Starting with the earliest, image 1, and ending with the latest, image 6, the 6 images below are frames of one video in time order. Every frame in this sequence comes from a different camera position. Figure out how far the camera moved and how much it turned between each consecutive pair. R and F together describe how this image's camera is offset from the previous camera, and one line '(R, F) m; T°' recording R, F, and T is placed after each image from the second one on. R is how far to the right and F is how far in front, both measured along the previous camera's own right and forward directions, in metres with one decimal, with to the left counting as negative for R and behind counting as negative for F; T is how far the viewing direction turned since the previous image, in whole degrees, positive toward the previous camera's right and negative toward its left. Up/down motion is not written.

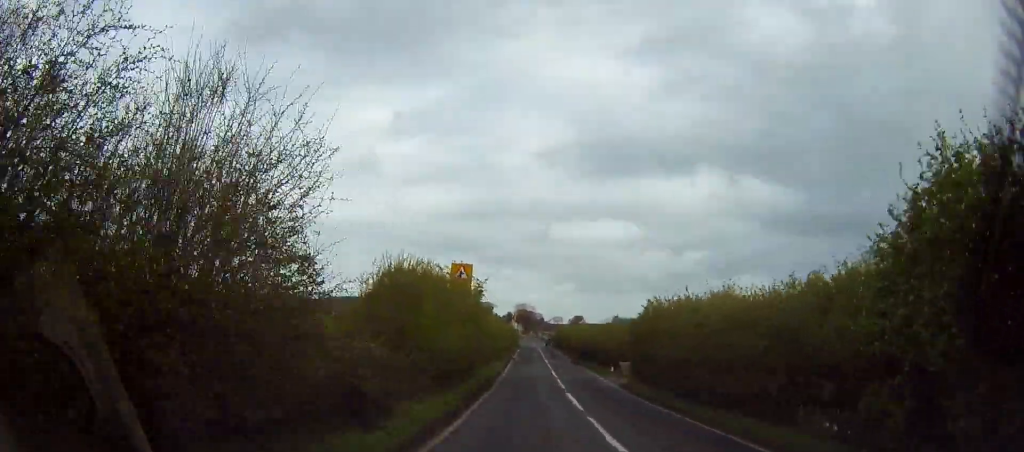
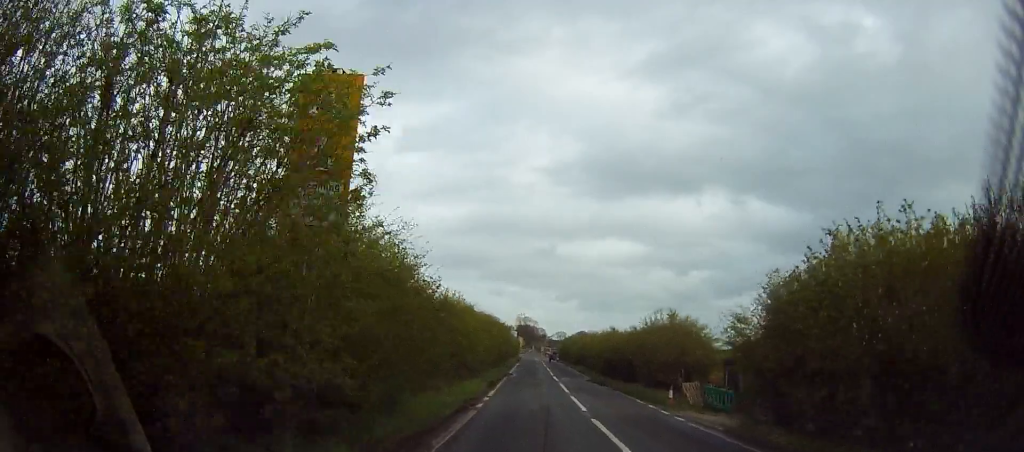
(0.0, +17.6) m; 0°
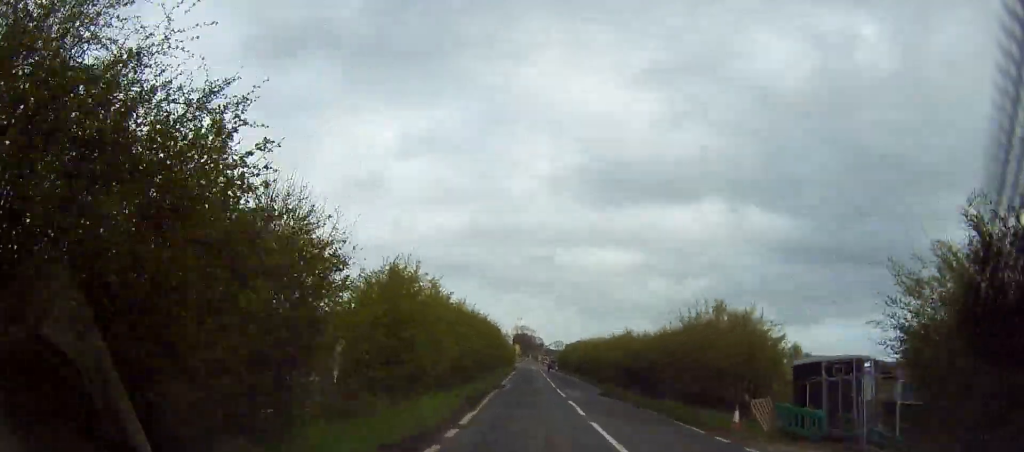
(0.0, +8.7) m; 0°
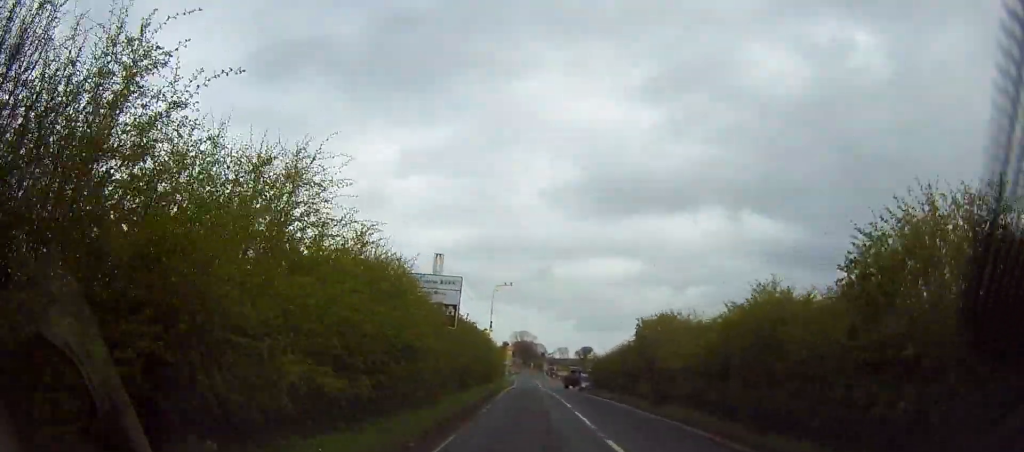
(+0.3, +56.9) m; -1°
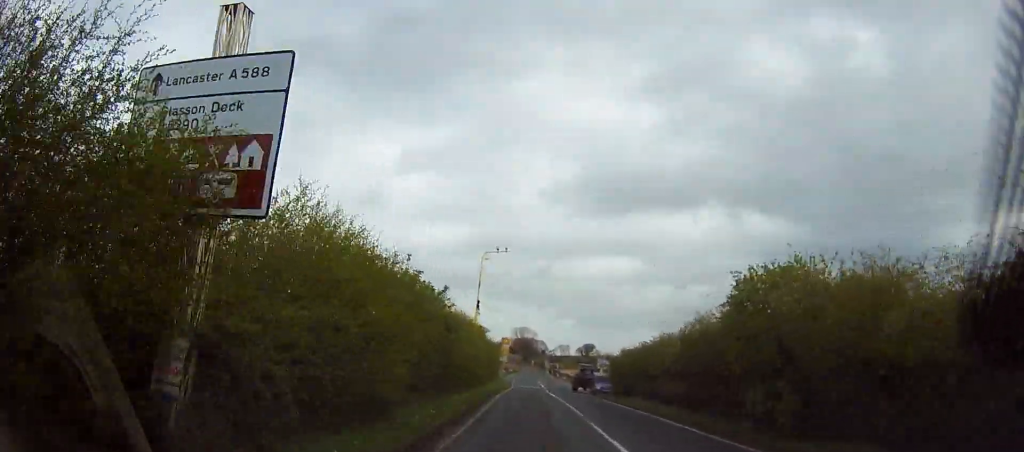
(-0.2, +13.7) m; +1°
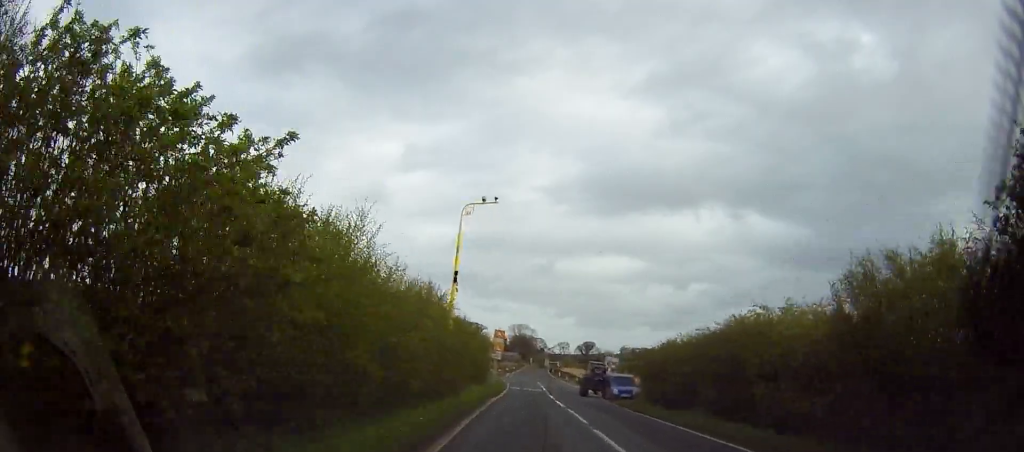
(+0.4, +10.8) m; +1°
